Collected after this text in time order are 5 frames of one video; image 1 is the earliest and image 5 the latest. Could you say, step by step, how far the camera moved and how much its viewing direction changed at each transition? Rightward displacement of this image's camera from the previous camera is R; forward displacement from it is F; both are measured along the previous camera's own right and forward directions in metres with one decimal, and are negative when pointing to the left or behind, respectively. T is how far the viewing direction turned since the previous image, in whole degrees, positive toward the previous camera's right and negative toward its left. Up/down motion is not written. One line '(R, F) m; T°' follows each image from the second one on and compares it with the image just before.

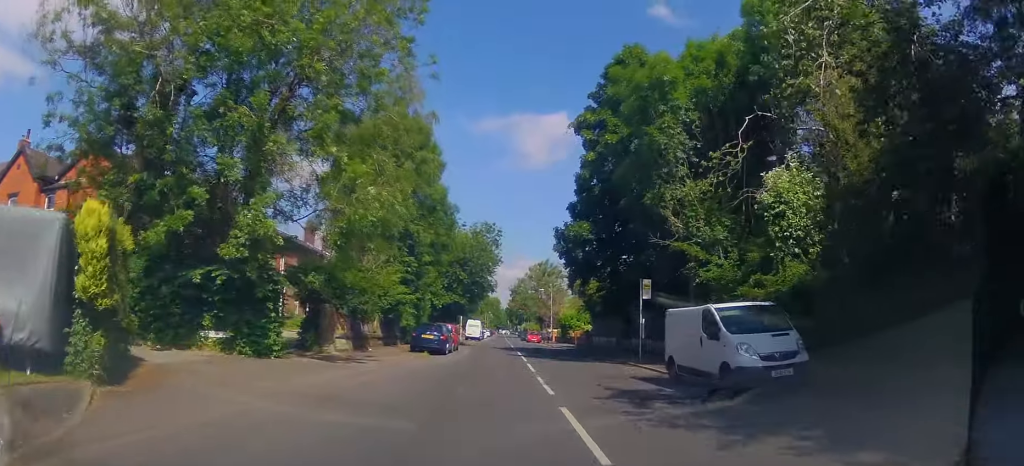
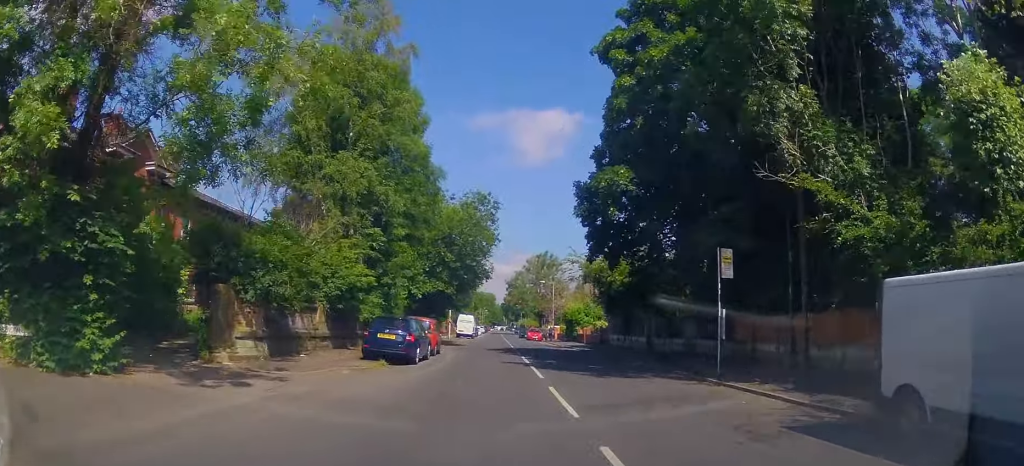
(+0.2, +9.7) m; 0°
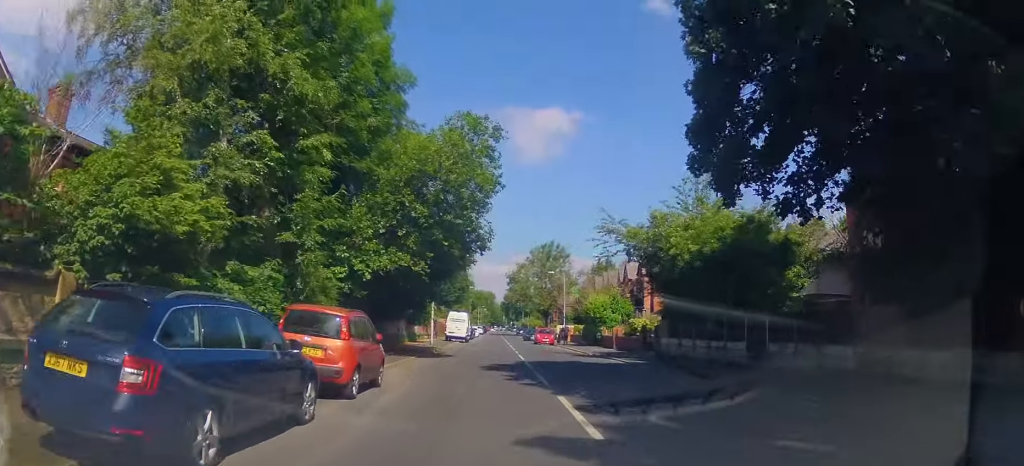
(-0.4, +13.8) m; 0°
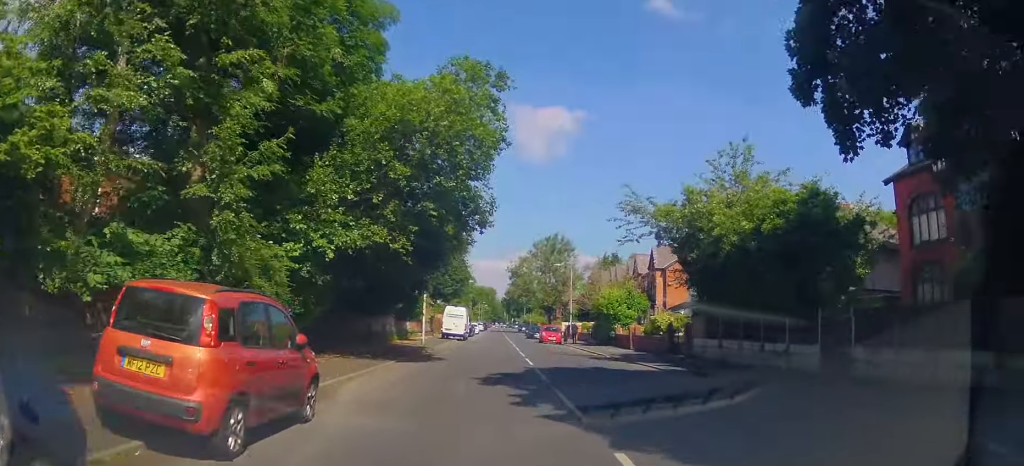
(+0.1, +4.8) m; 0°
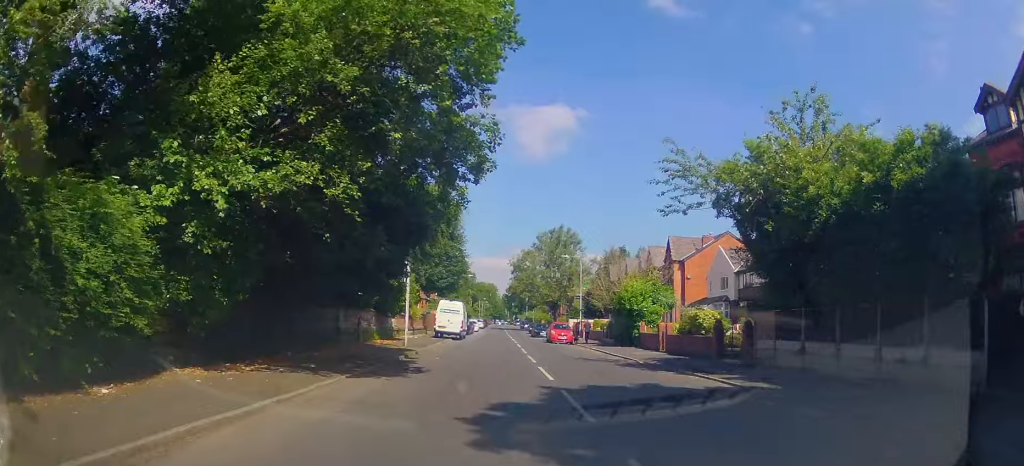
(+0.2, +6.2) m; 0°
